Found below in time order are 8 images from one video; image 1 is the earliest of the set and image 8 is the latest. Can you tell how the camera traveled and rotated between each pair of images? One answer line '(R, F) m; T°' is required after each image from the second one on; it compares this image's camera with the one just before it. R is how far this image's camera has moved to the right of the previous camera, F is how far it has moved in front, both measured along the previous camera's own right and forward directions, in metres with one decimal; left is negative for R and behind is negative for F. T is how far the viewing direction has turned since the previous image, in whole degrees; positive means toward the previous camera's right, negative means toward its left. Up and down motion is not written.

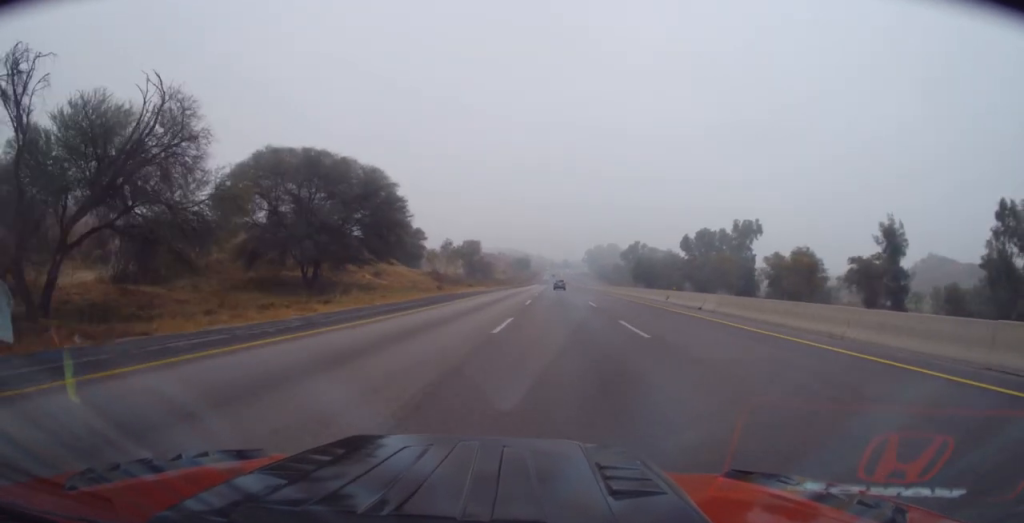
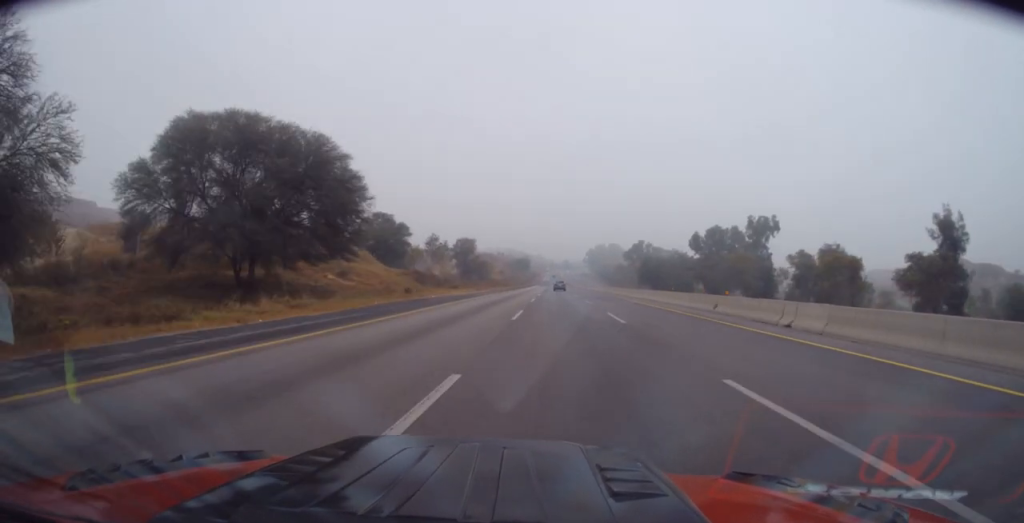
(+0.1, +12.2) m; 0°
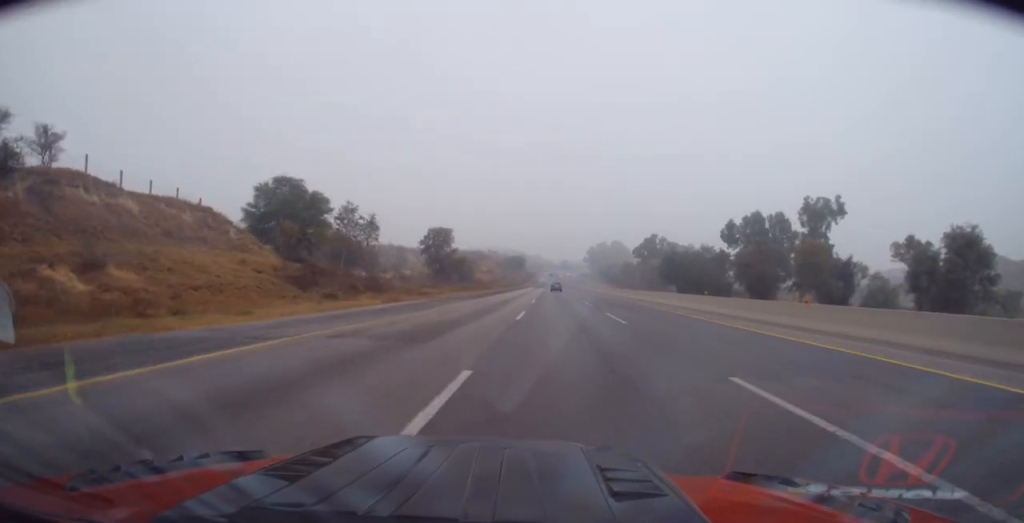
(-0.6, +35.5) m; -1°
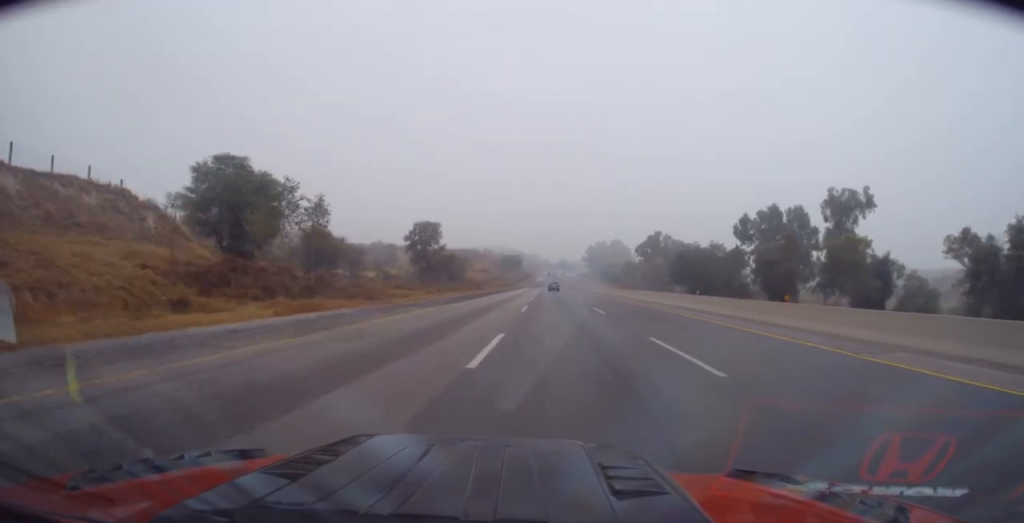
(0.0, +11.6) m; 0°
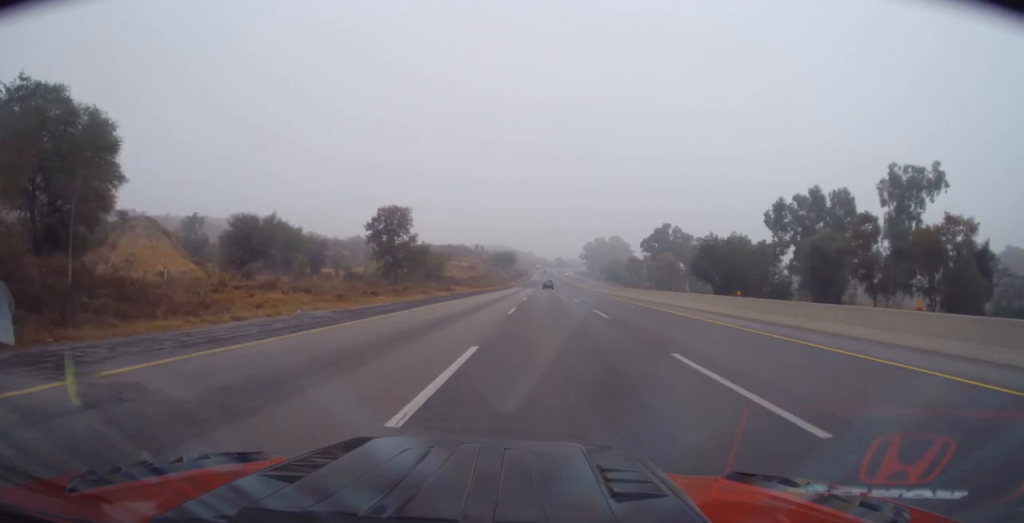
(0.0, +21.8) m; +1°
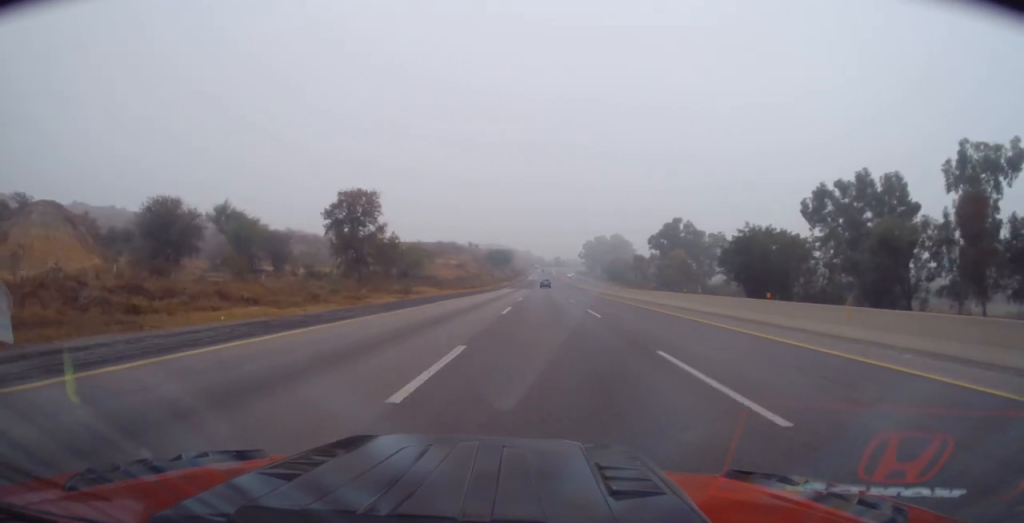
(+0.4, +17.2) m; -1°
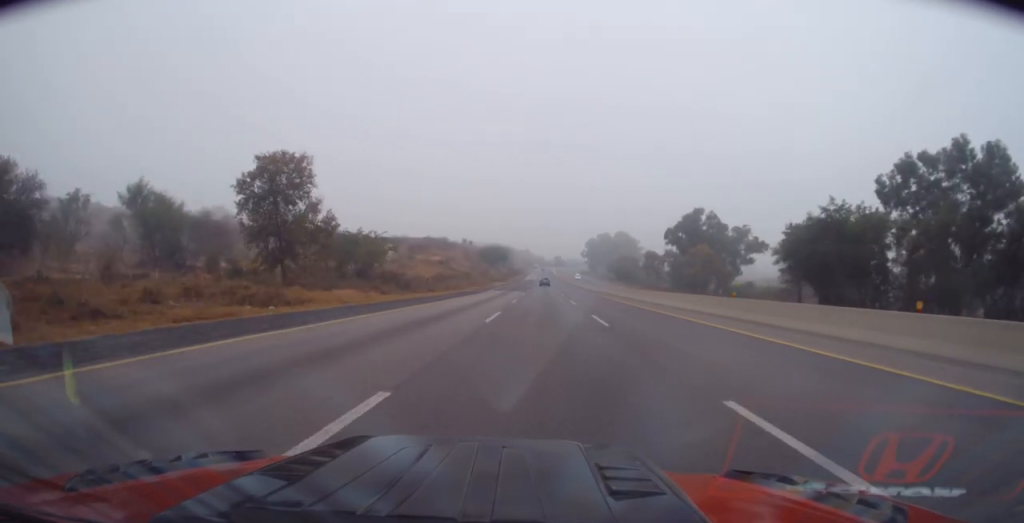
(-0.6, +22.7) m; -1°
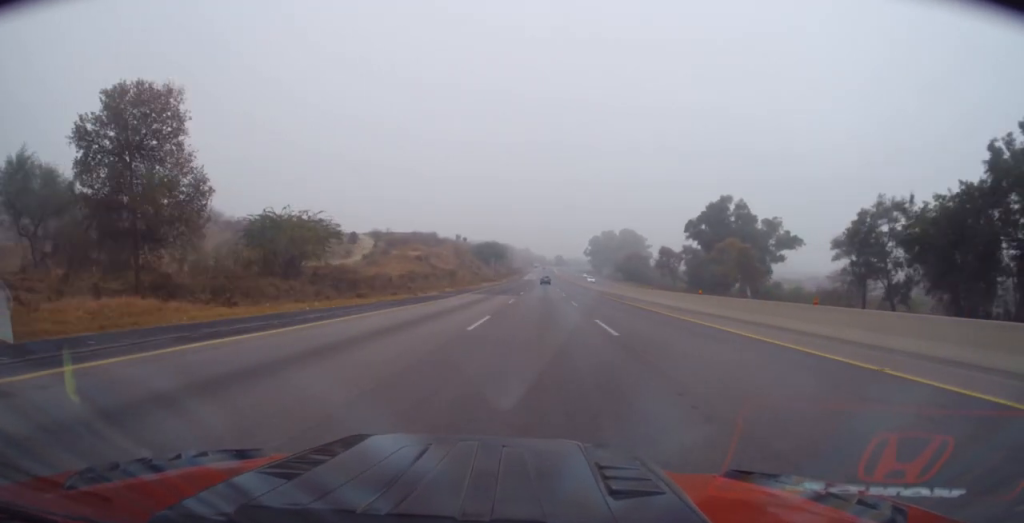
(+0.1, +21.2) m; +1°
